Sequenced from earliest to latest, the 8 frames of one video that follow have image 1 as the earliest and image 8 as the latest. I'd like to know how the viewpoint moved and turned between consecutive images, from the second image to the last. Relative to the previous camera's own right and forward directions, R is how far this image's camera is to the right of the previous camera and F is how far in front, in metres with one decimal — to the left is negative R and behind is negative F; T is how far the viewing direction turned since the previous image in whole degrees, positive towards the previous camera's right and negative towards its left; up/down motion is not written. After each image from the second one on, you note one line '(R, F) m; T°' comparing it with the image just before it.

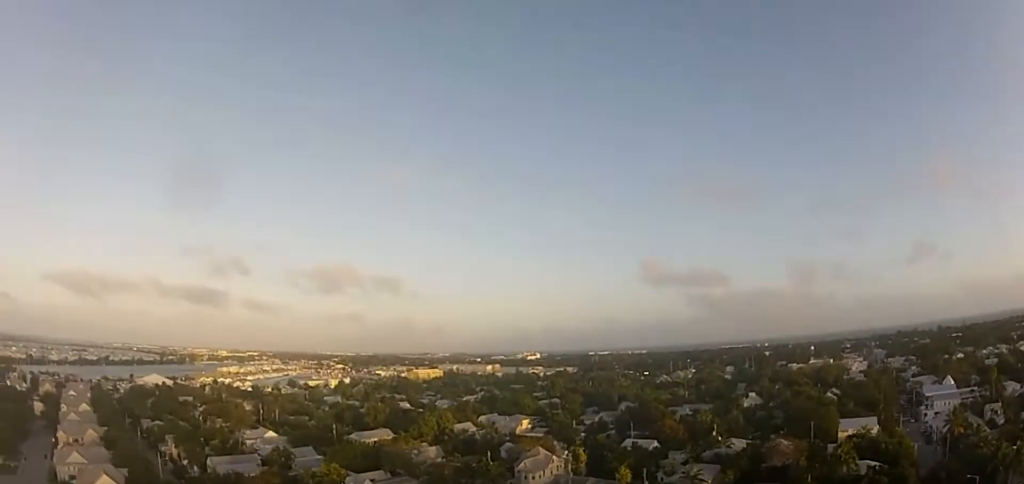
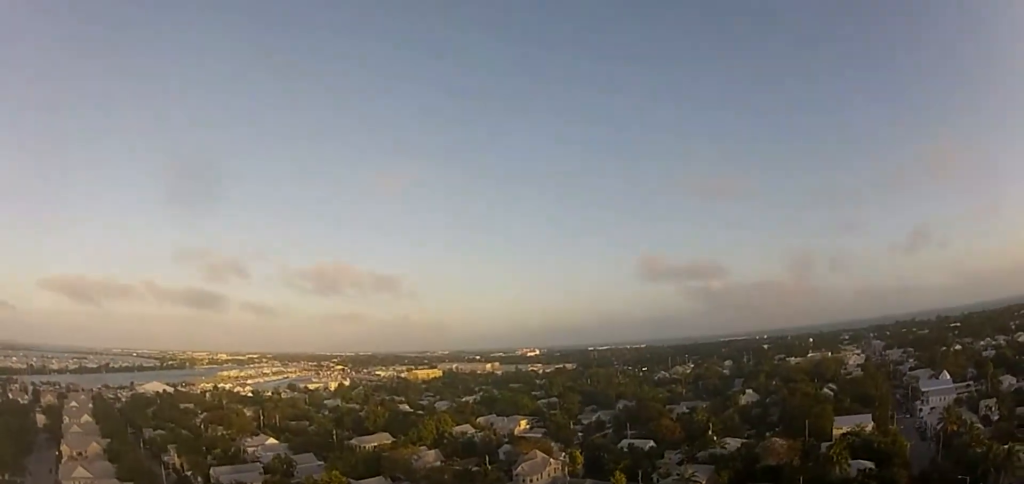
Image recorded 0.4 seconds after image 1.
(+0.1, +0.9) m; +5°
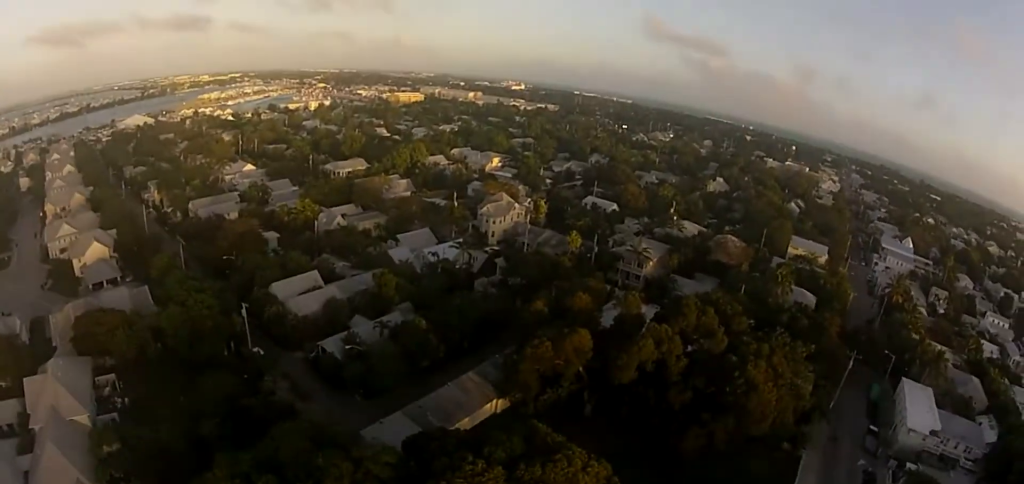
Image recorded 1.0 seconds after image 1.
(0.0, +1.0) m; +6°
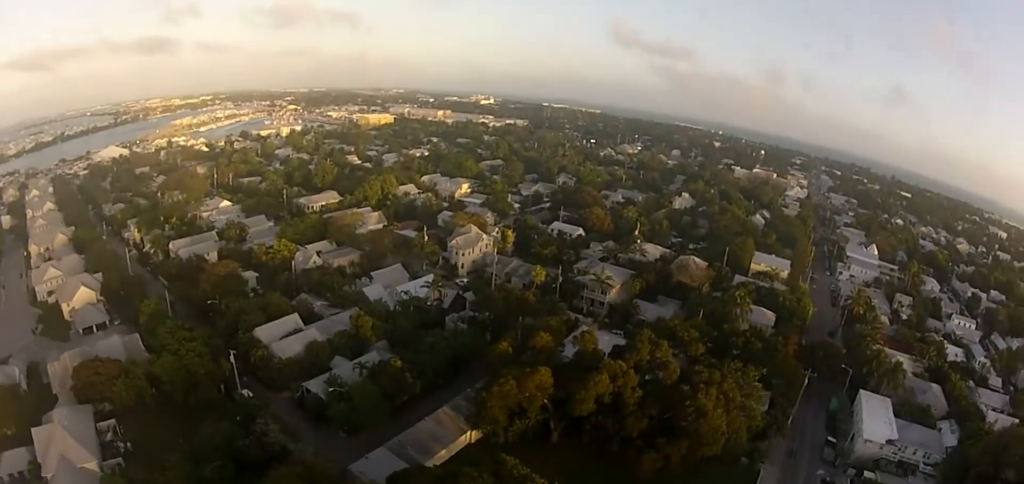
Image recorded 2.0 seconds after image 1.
(+0.2, +1.3) m; -1°
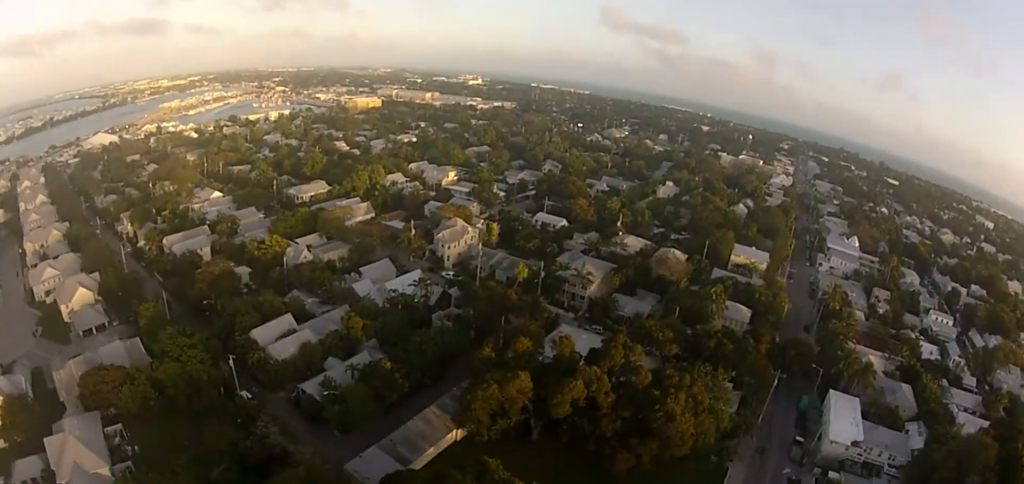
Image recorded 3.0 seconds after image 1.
(-0.3, +3.2) m; -8°
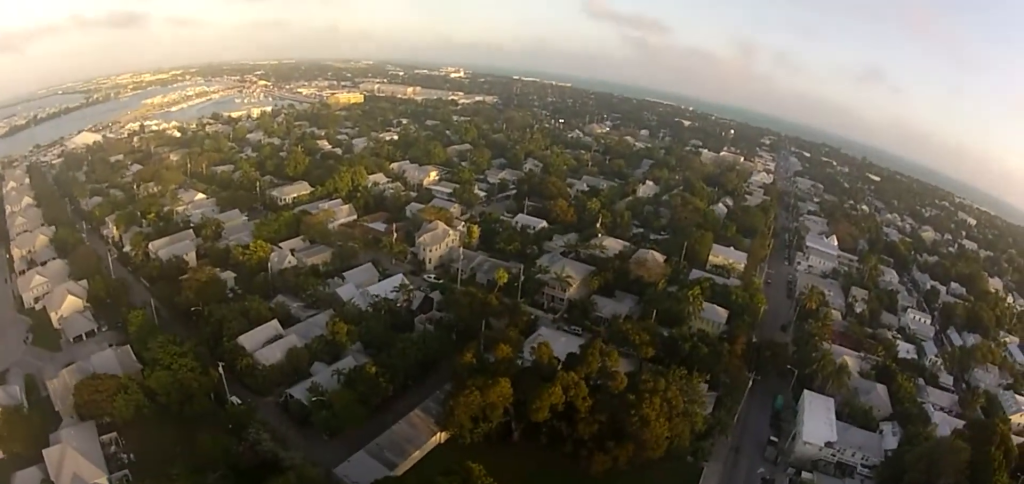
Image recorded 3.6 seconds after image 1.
(-0.1, +3.9) m; -1°
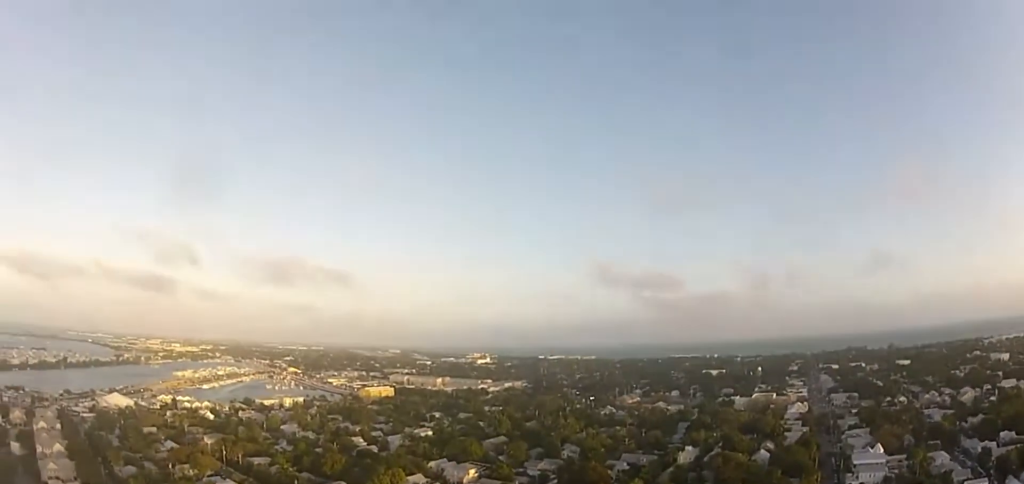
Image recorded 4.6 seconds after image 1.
(0.0, +6.4) m; +2°
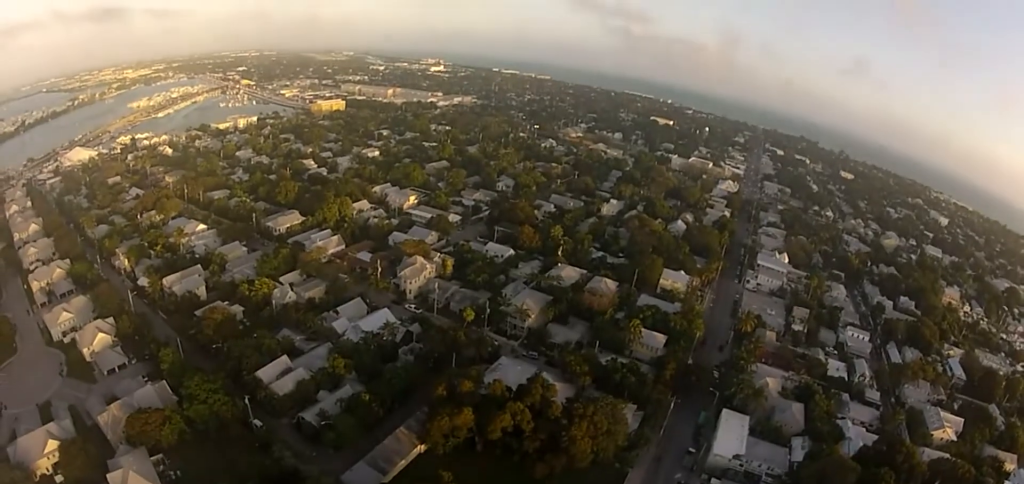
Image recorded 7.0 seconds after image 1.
(+1.0, +10.7) m; +12°
